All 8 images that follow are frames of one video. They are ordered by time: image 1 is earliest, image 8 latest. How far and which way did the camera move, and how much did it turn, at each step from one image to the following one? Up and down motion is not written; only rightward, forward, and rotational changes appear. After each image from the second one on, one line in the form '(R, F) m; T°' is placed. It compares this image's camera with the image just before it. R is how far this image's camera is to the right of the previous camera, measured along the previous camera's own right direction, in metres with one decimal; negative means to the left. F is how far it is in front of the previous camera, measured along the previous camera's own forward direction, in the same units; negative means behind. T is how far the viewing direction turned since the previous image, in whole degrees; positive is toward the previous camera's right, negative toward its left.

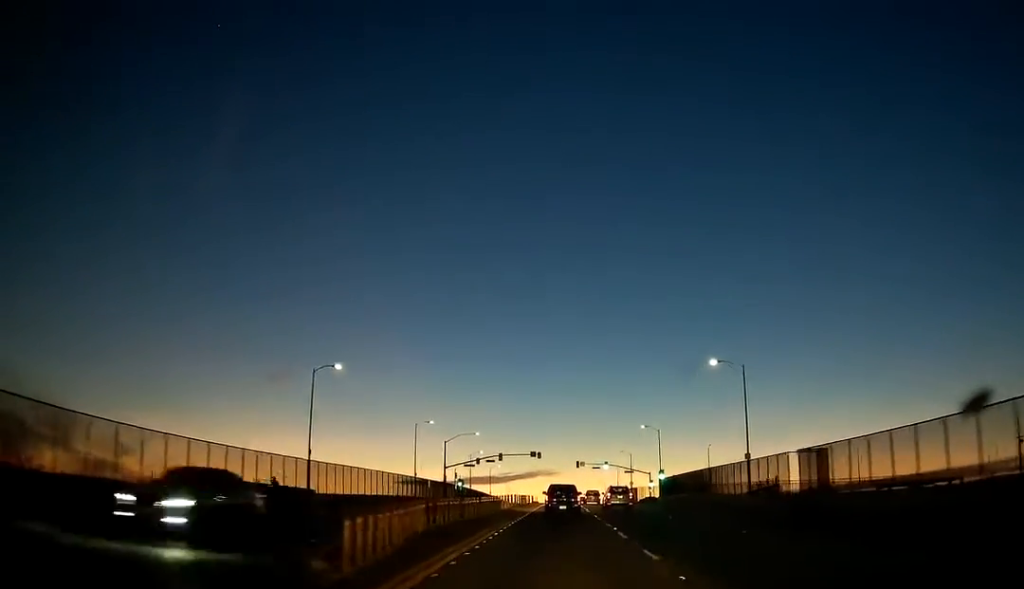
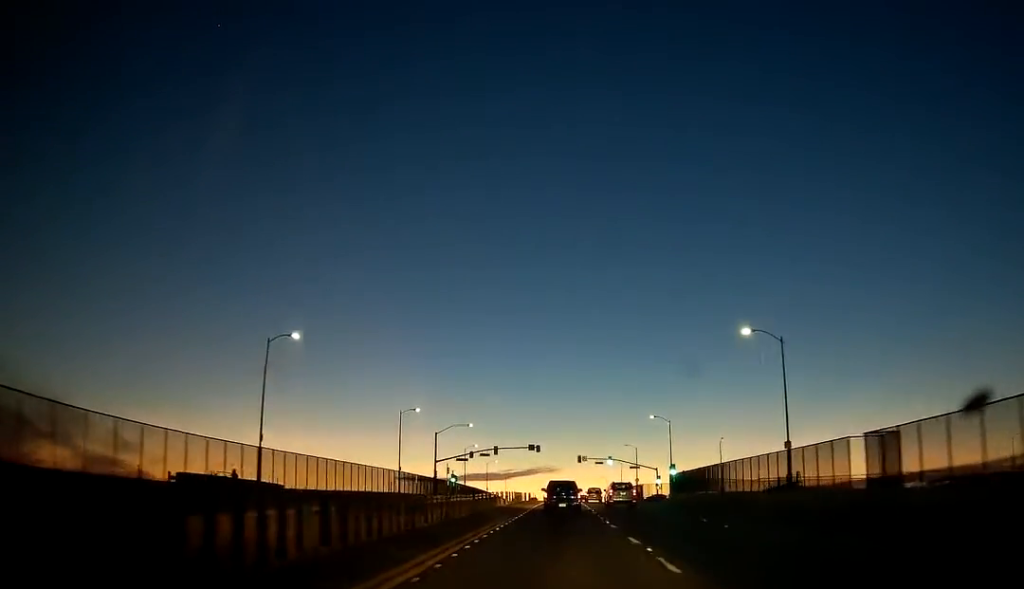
(0.0, +9.6) m; 0°
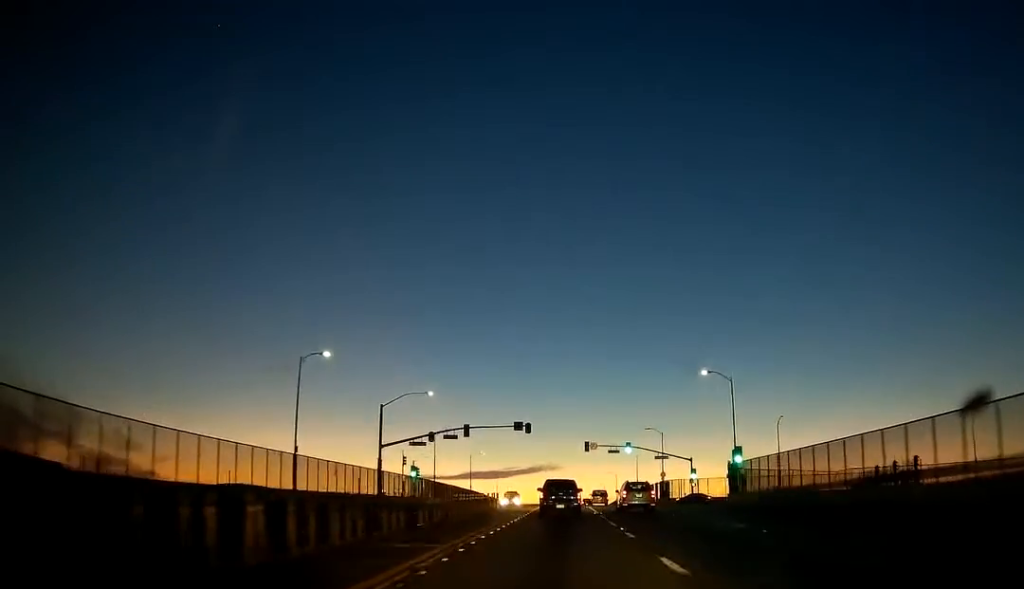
(-0.3, +35.8) m; 0°
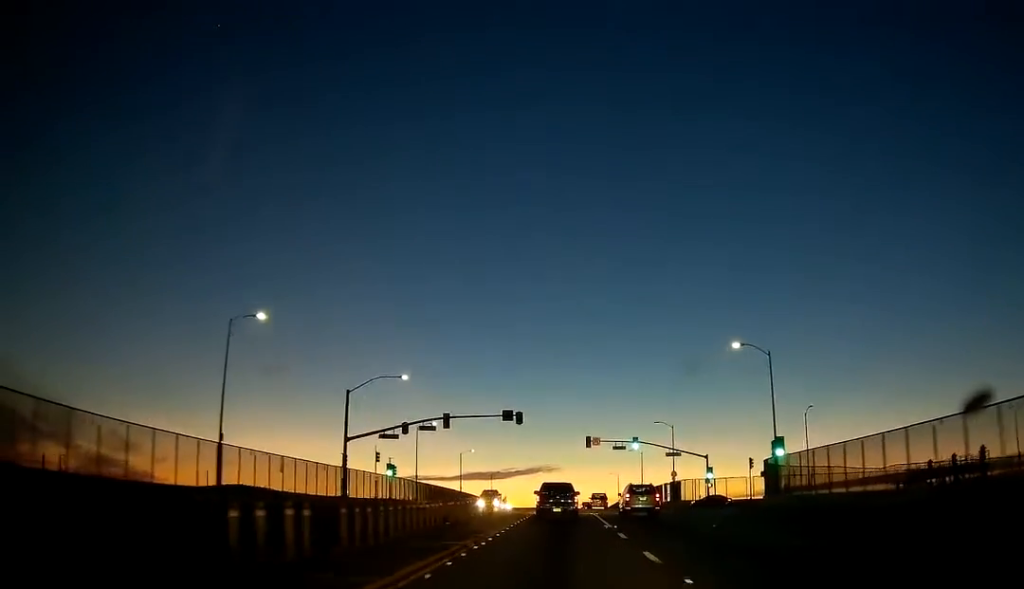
(+0.1, +12.8) m; 0°
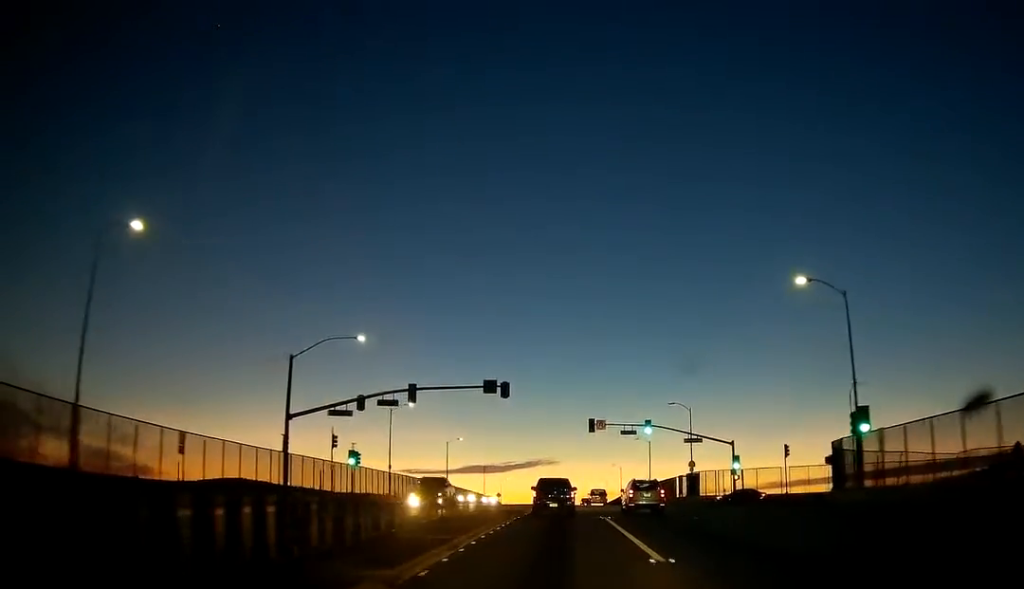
(-0.1, +14.0) m; 0°
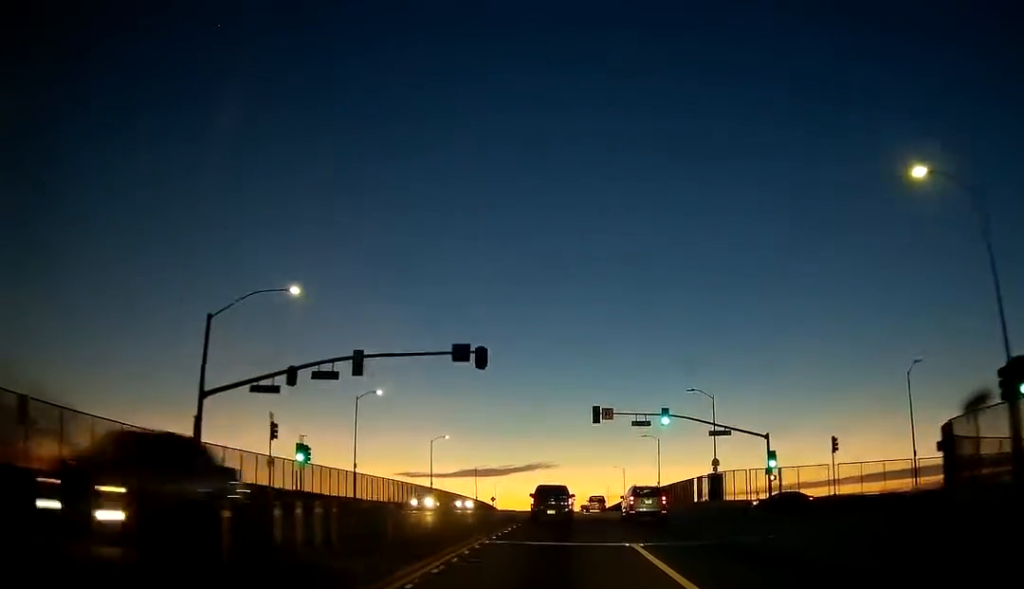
(0.0, +13.7) m; 0°
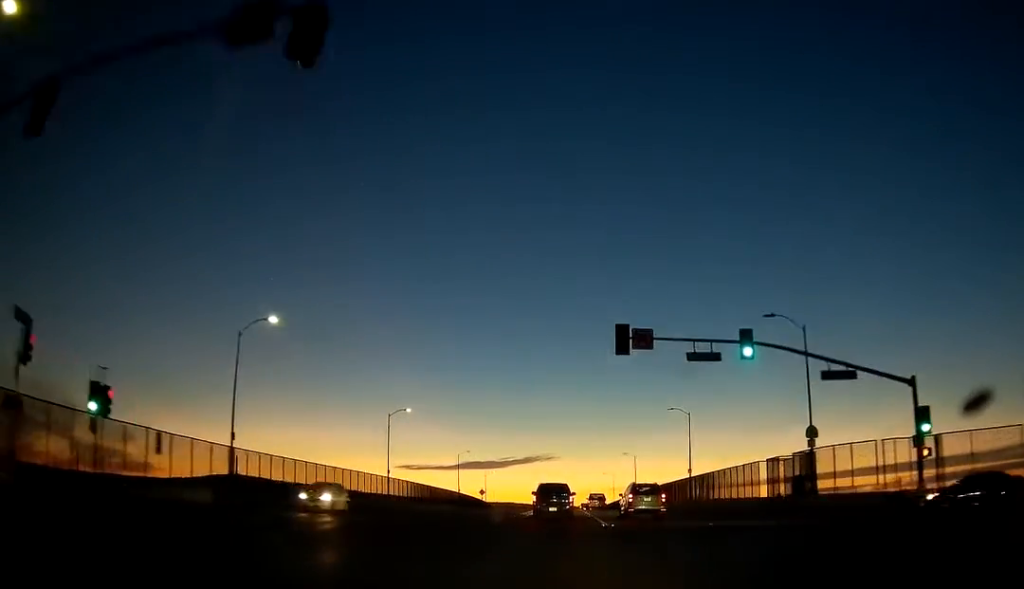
(+0.3, +26.6) m; +1°
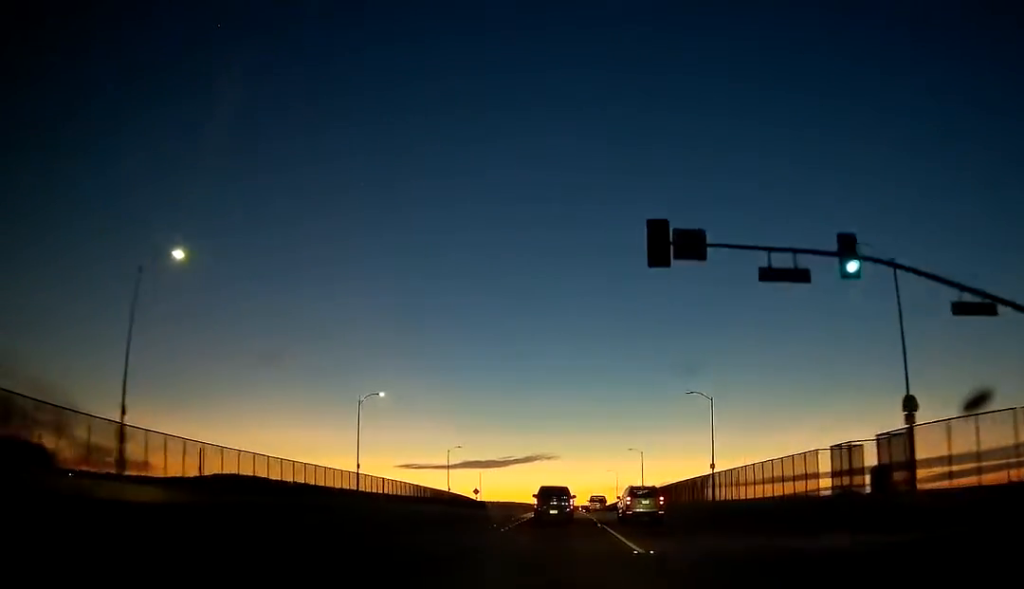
(0.0, +12.5) m; 0°
